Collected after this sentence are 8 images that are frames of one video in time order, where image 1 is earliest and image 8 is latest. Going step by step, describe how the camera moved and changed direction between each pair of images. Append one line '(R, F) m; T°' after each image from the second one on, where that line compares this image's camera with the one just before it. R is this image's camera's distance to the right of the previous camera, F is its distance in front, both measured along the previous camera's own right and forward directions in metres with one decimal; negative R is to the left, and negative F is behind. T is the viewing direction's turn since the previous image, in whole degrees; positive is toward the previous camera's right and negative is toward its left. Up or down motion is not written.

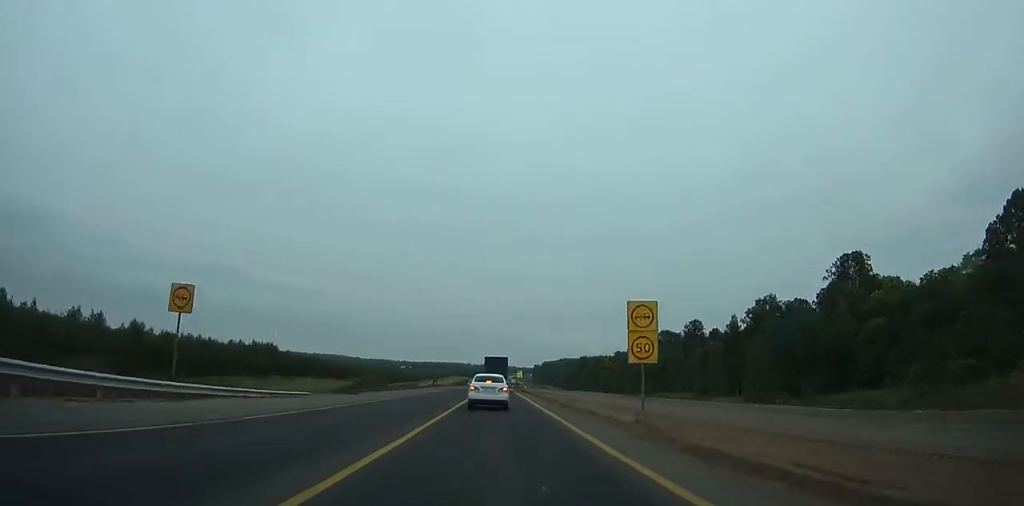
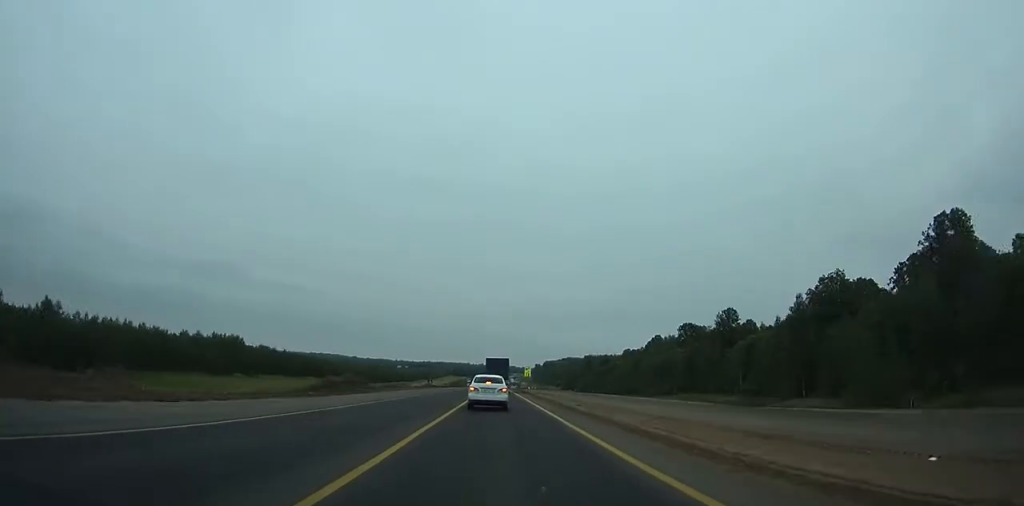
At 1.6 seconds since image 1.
(+0.1, +27.9) m; 0°
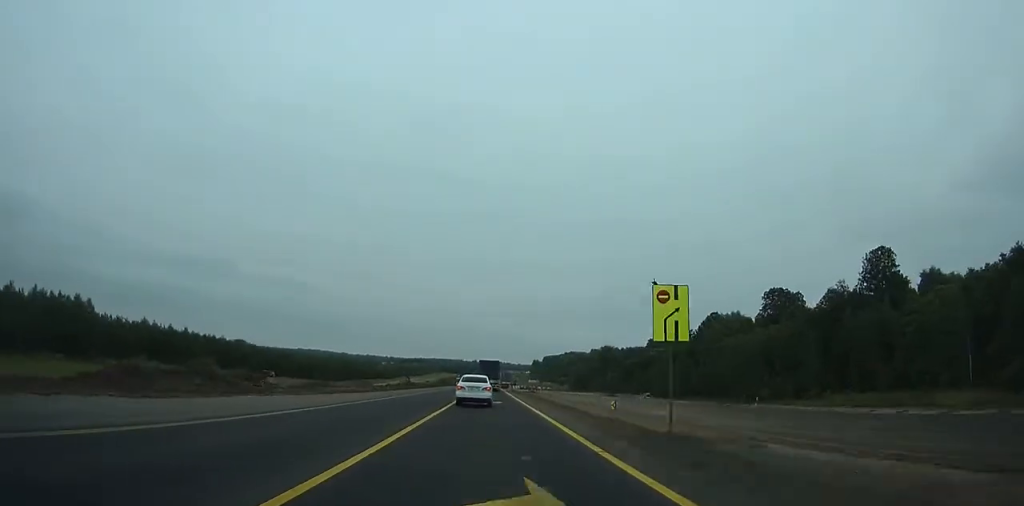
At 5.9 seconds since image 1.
(-0.4, +73.0) m; -1°
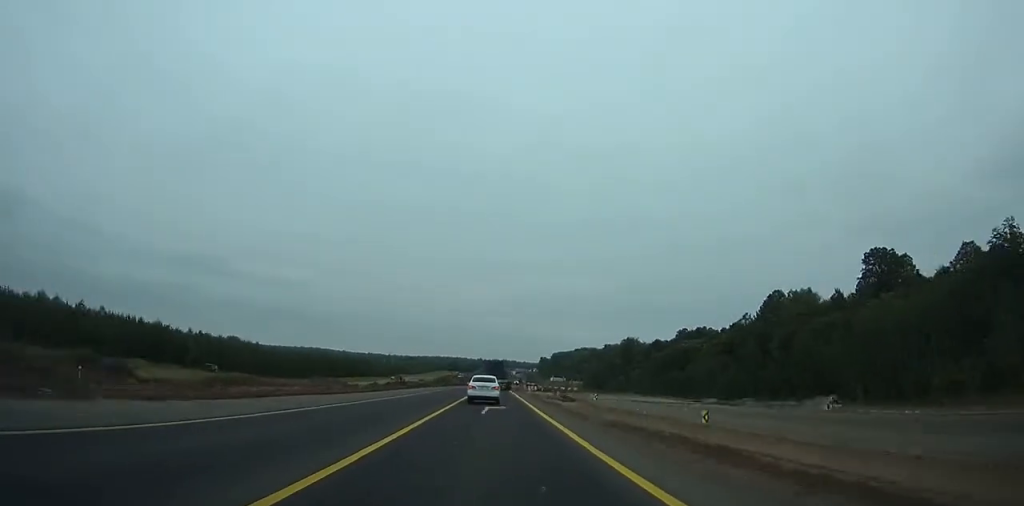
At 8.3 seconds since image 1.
(+0.1, +40.0) m; 0°
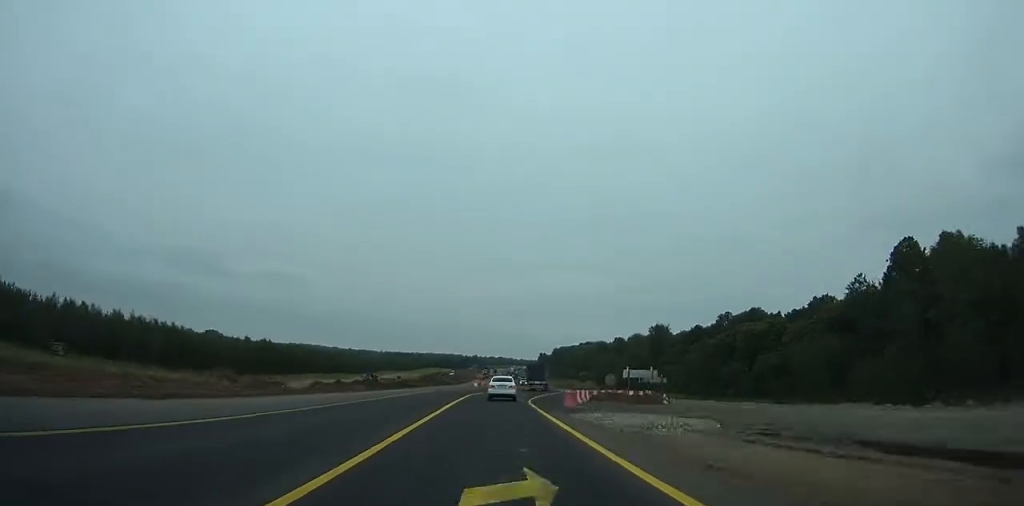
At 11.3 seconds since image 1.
(+0.2, +50.7) m; +1°
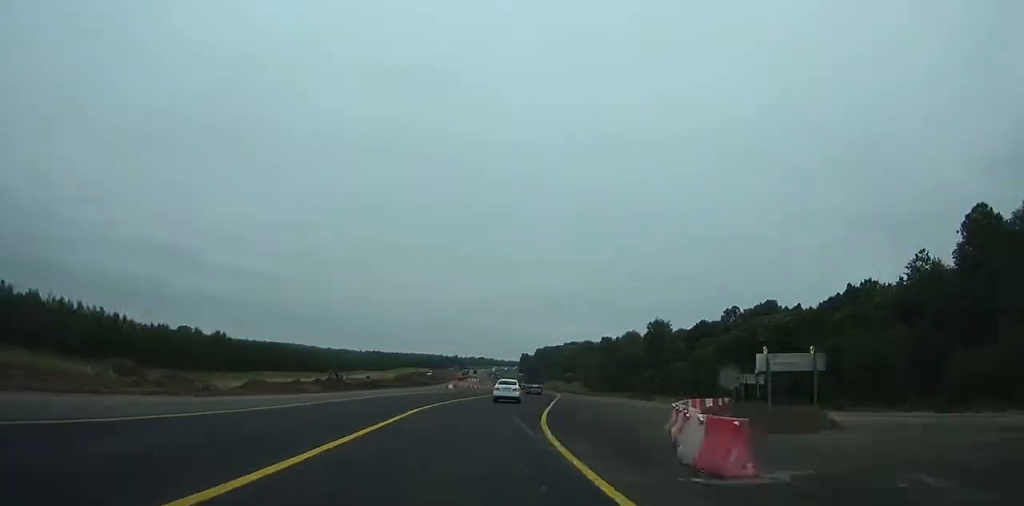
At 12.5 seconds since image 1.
(-0.1, +20.7) m; +1°
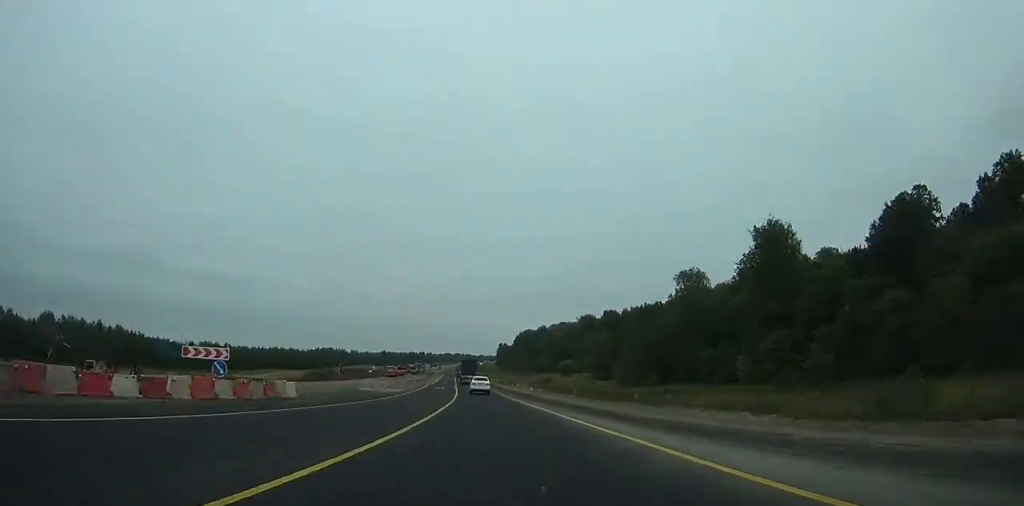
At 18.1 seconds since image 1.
(+6.1, +100.8) m; +4°
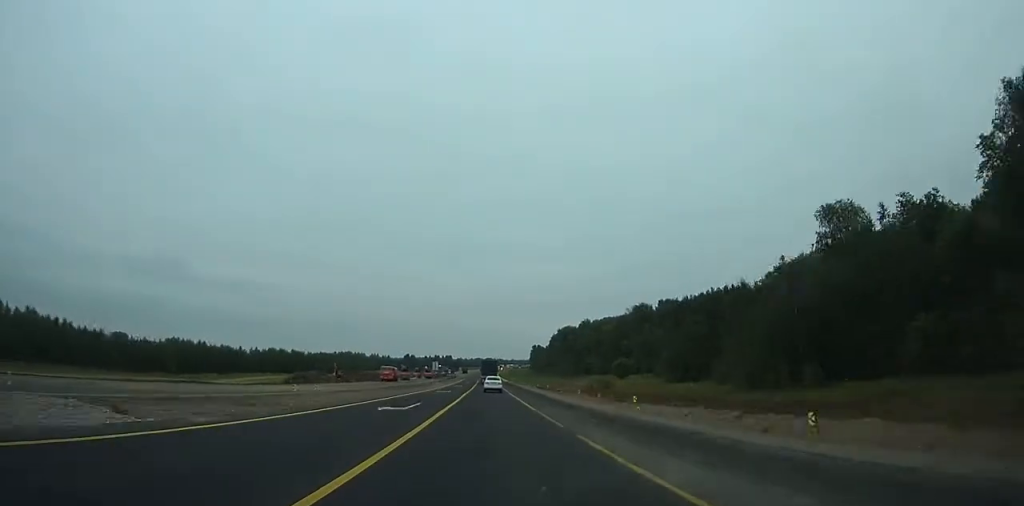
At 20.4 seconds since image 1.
(-1.1, +44.0) m; -2°
